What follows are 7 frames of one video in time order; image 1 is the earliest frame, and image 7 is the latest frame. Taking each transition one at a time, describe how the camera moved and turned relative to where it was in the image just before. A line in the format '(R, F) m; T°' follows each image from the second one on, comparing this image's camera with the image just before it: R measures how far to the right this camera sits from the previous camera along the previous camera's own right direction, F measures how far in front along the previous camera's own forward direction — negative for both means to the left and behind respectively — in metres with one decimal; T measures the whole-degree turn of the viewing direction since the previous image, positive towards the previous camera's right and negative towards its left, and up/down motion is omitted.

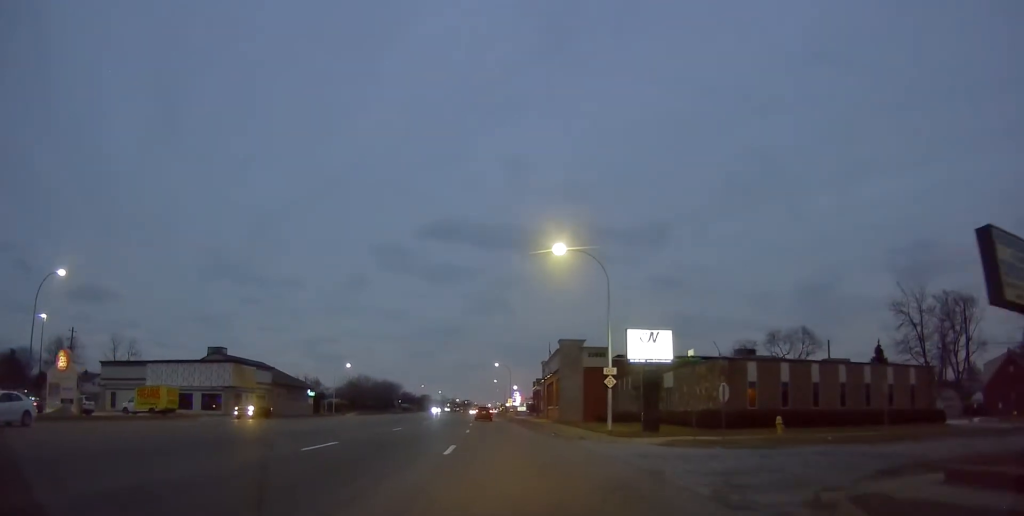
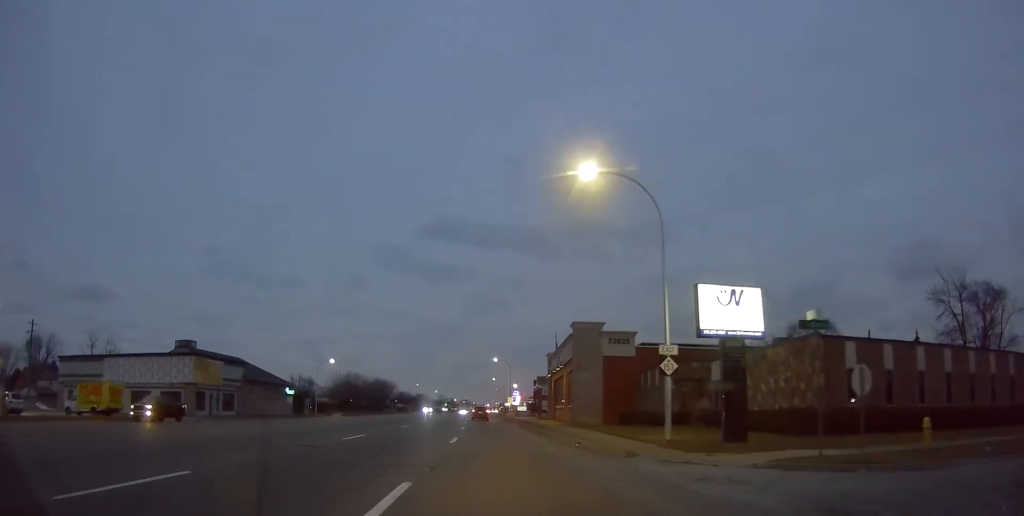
(-0.1, +10.1) m; 0°
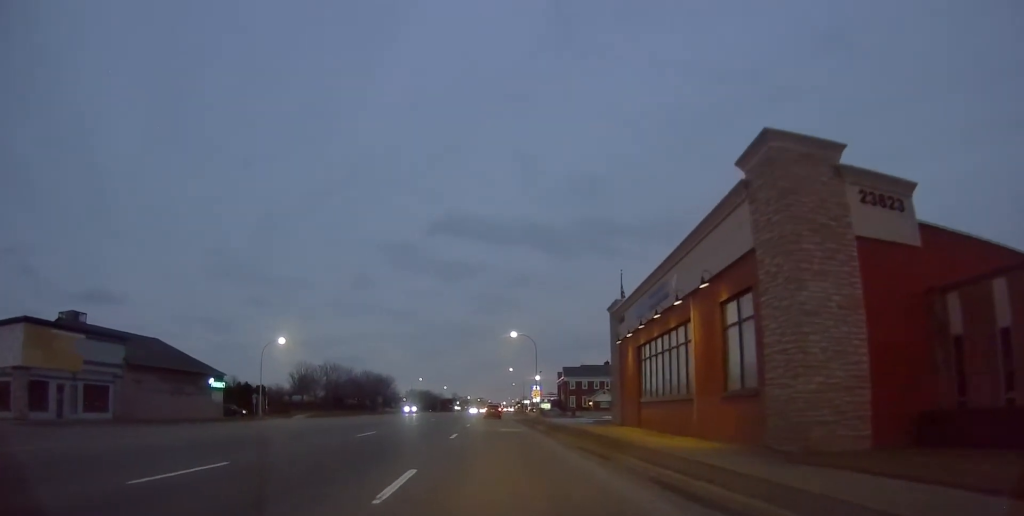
(0.0, +29.7) m; 0°
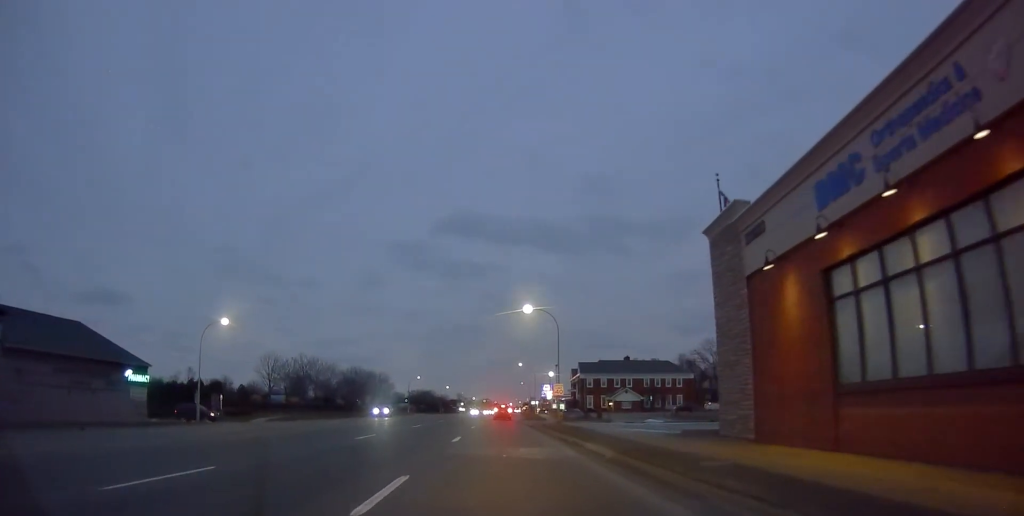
(0.0, +16.9) m; 0°
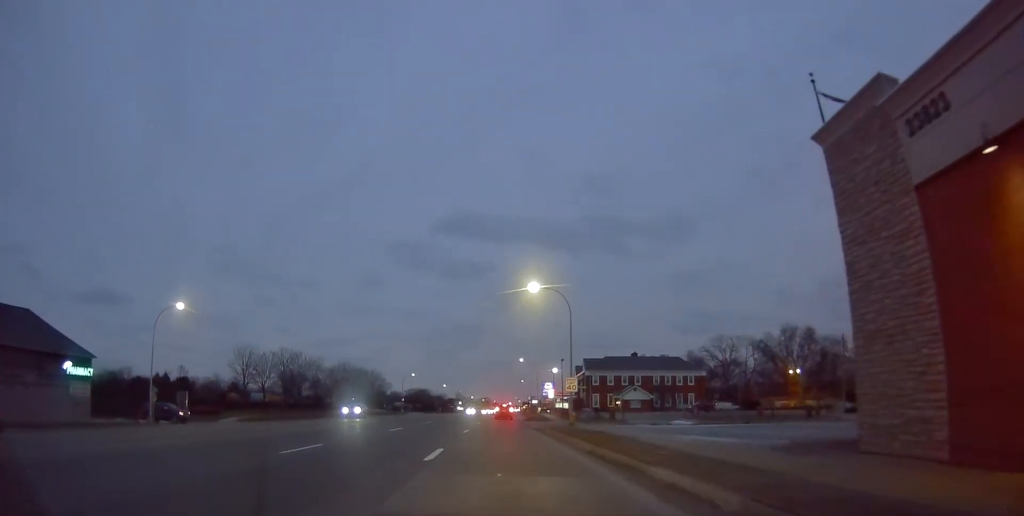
(0.0, +8.3) m; 0°
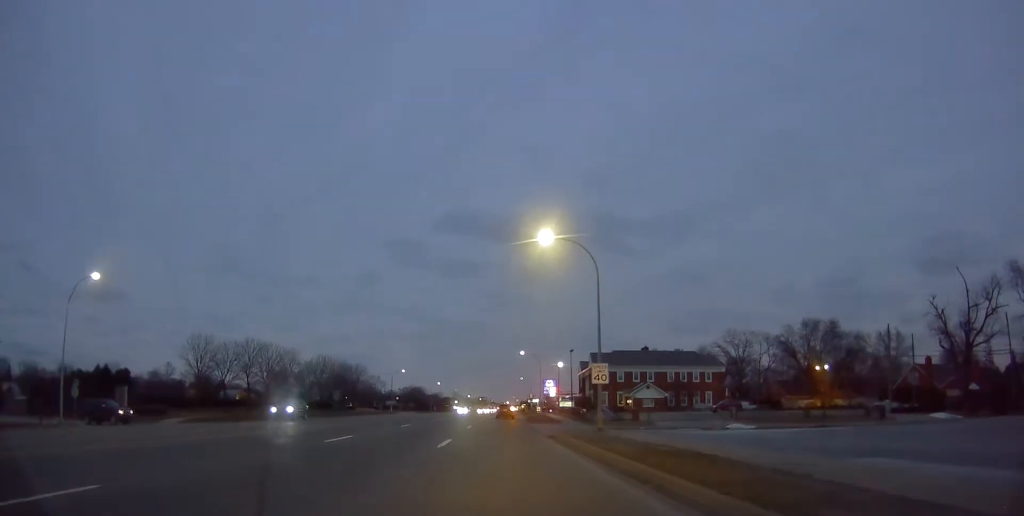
(0.0, +11.4) m; 0°
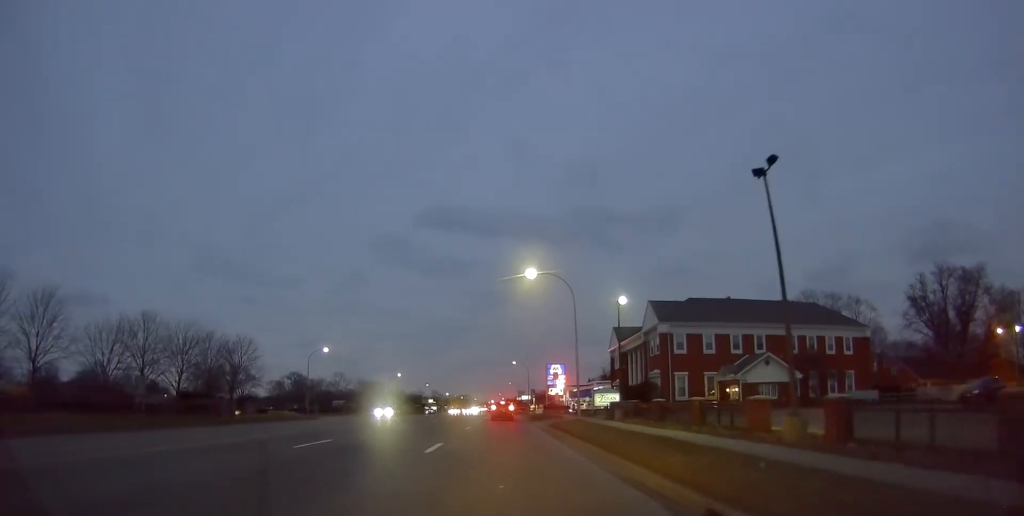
(0.0, +50.1) m; 0°
